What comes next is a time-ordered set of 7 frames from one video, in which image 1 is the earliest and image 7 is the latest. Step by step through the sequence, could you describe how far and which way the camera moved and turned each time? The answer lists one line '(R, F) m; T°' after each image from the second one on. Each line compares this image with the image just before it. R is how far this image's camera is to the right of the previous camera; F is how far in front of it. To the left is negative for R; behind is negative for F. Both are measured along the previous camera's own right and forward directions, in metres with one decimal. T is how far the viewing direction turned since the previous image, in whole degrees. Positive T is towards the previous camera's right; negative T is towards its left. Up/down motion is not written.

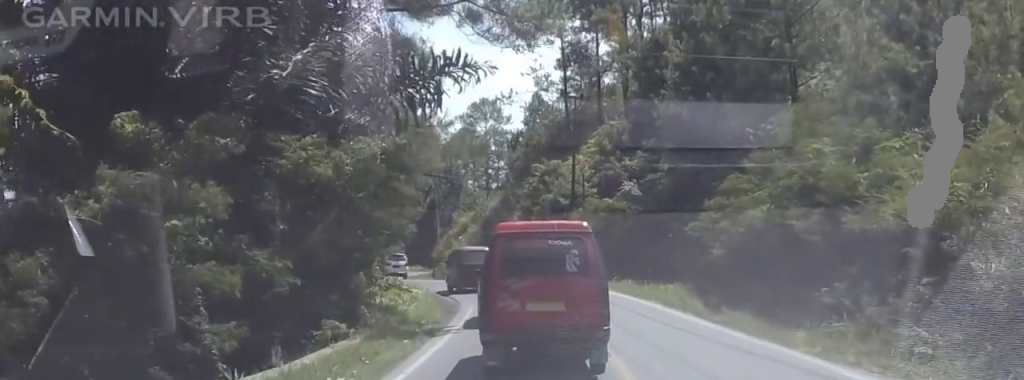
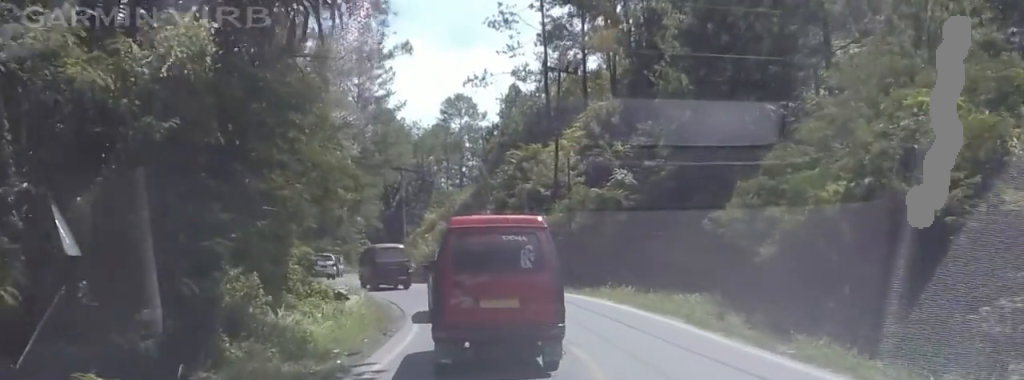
(-0.8, +8.1) m; 0°
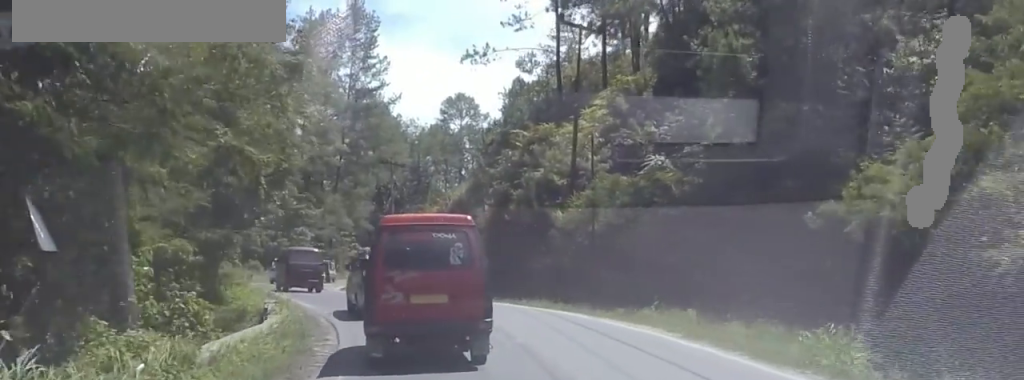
(+0.7, +10.1) m; +1°
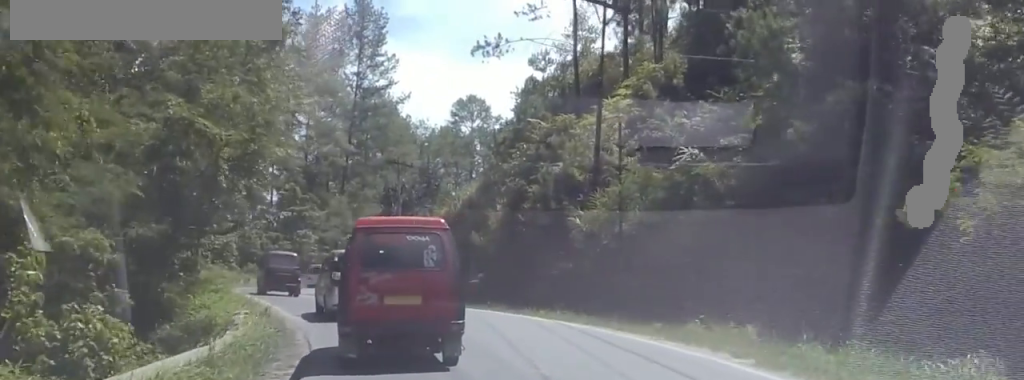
(-0.6, +3.9) m; +1°
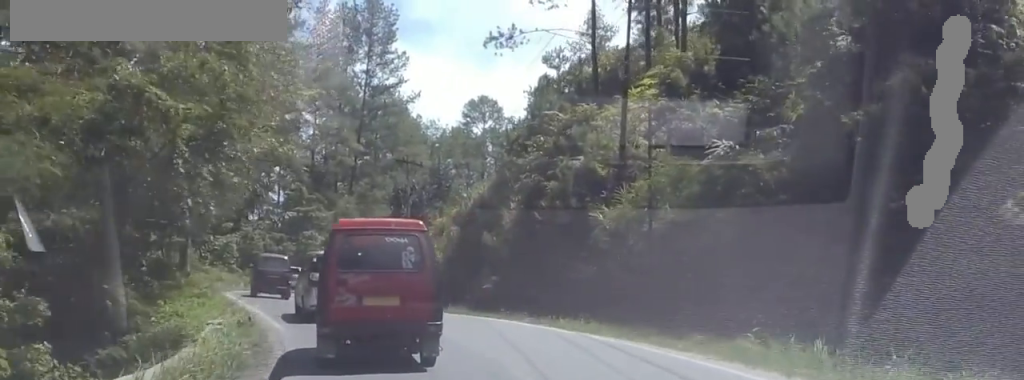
(0.0, +3.0) m; 0°
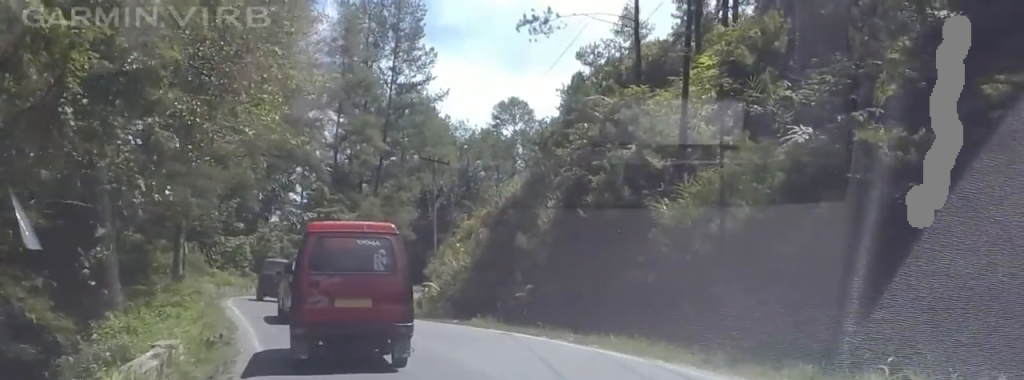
(+0.8, +4.5) m; -1°
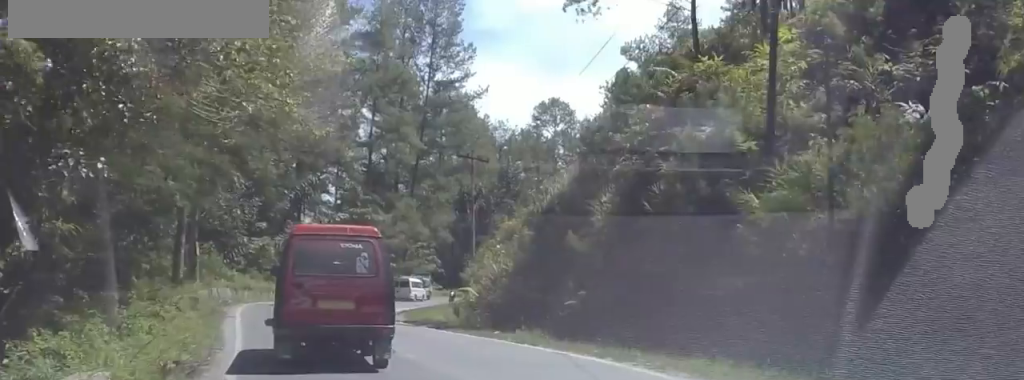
(-0.3, +4.4) m; -4°
